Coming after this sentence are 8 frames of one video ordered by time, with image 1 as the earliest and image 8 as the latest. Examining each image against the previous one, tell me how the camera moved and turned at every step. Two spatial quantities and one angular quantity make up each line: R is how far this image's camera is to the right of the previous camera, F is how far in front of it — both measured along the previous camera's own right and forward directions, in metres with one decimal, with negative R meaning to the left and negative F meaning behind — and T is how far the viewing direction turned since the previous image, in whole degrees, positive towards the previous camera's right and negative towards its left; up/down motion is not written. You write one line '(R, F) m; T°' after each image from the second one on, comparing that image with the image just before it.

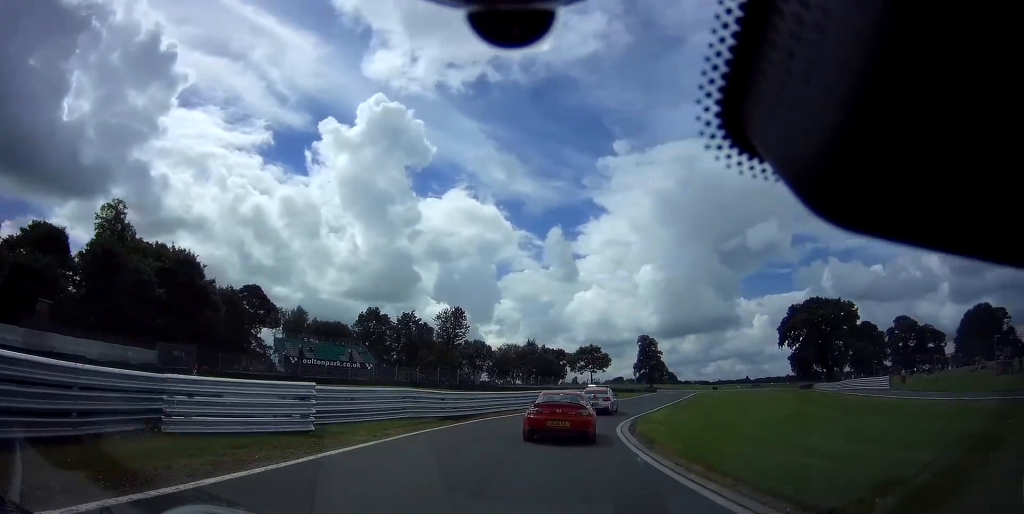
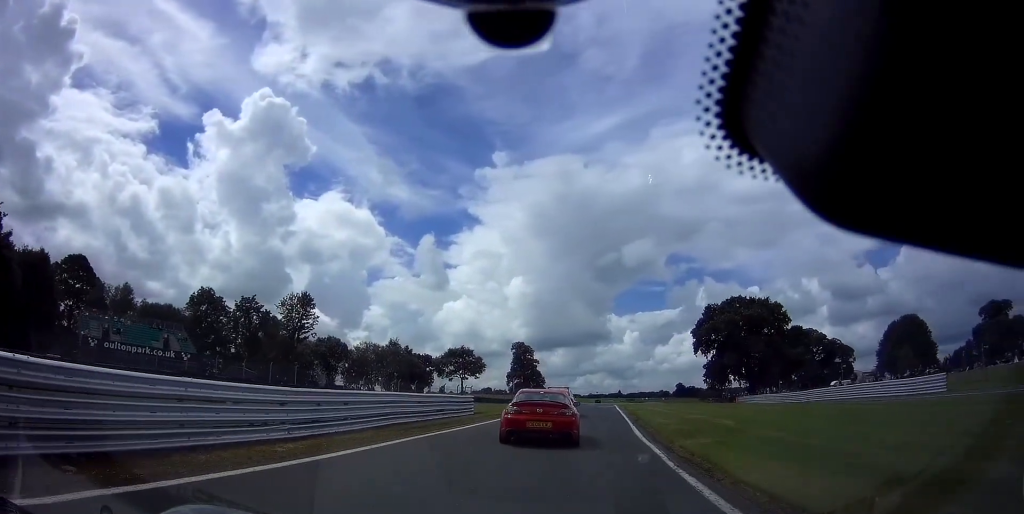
(+2.4, +19.2) m; +12°
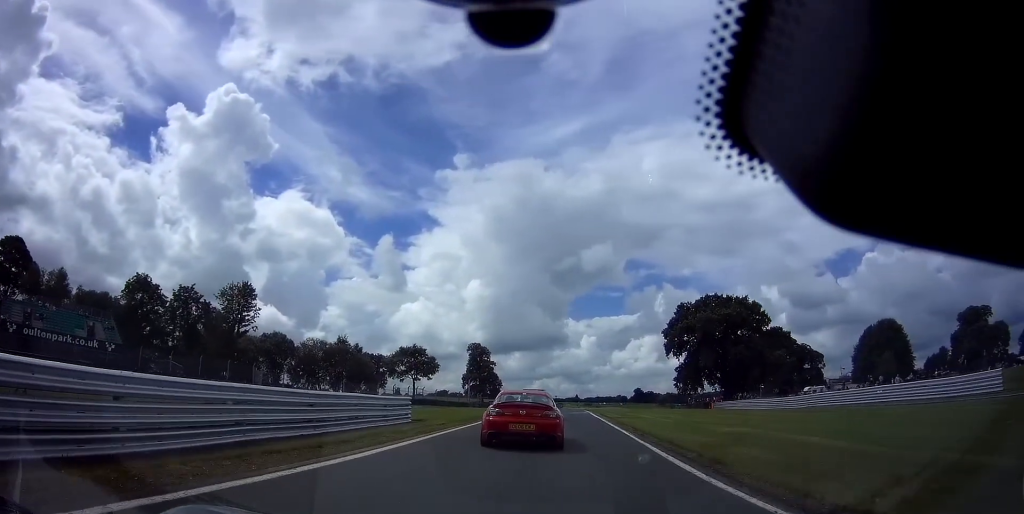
(+0.3, +7.4) m; +4°
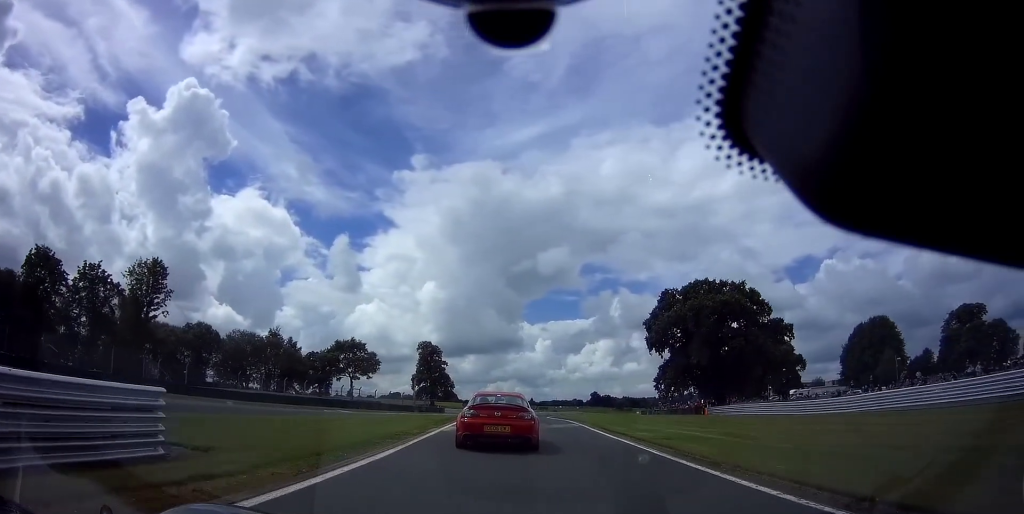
(+0.9, +14.4) m; +6°
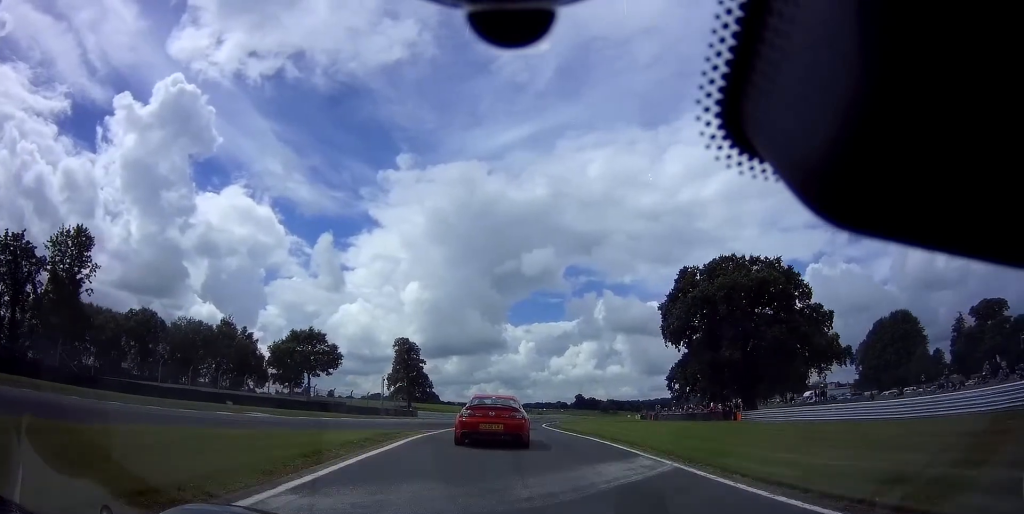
(+0.2, +14.0) m; +2°
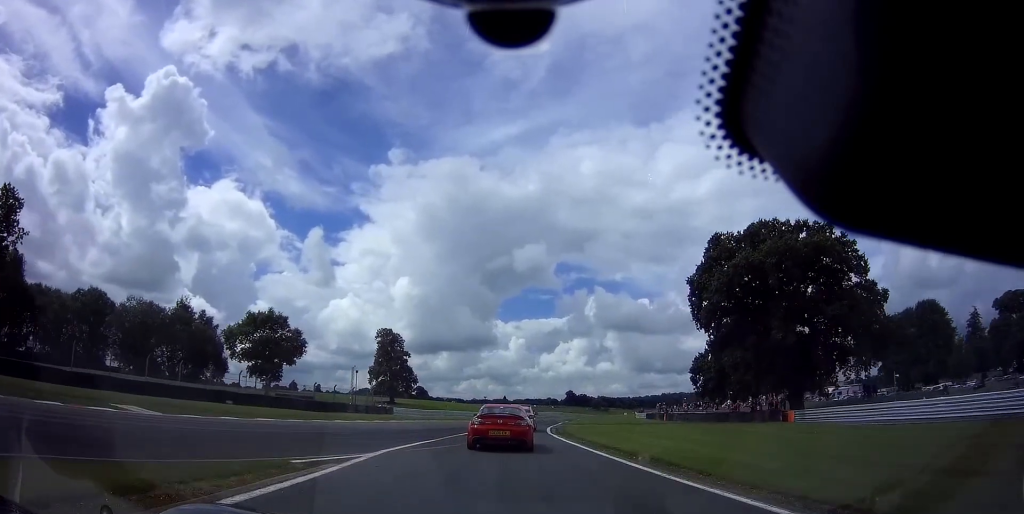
(+0.1, +12.1) m; +1°
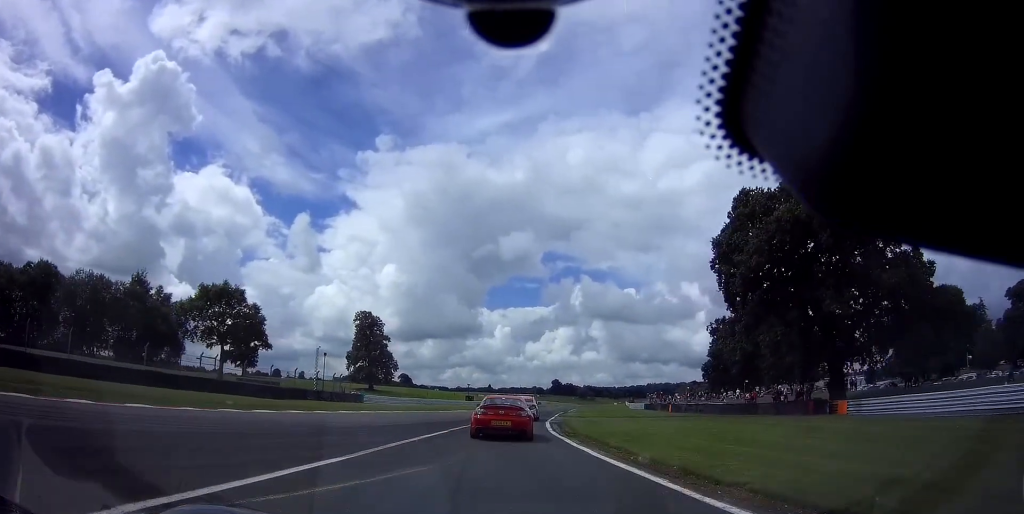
(-0.1, +8.8) m; +2°
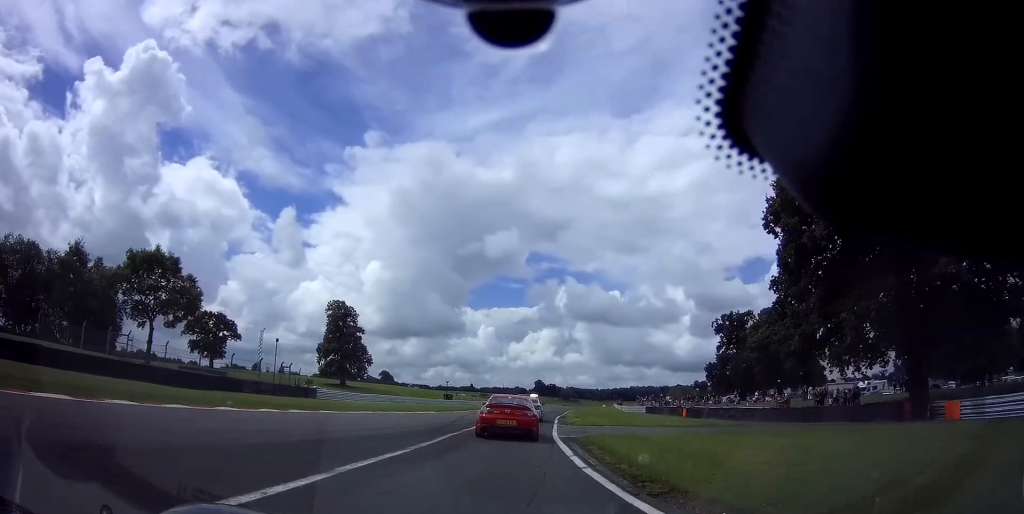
(+0.5, +11.3) m; +2°
